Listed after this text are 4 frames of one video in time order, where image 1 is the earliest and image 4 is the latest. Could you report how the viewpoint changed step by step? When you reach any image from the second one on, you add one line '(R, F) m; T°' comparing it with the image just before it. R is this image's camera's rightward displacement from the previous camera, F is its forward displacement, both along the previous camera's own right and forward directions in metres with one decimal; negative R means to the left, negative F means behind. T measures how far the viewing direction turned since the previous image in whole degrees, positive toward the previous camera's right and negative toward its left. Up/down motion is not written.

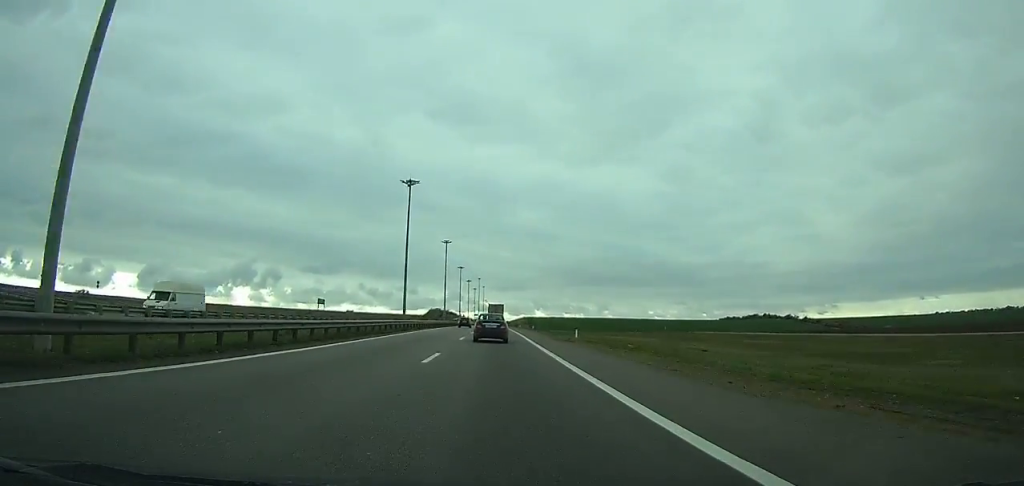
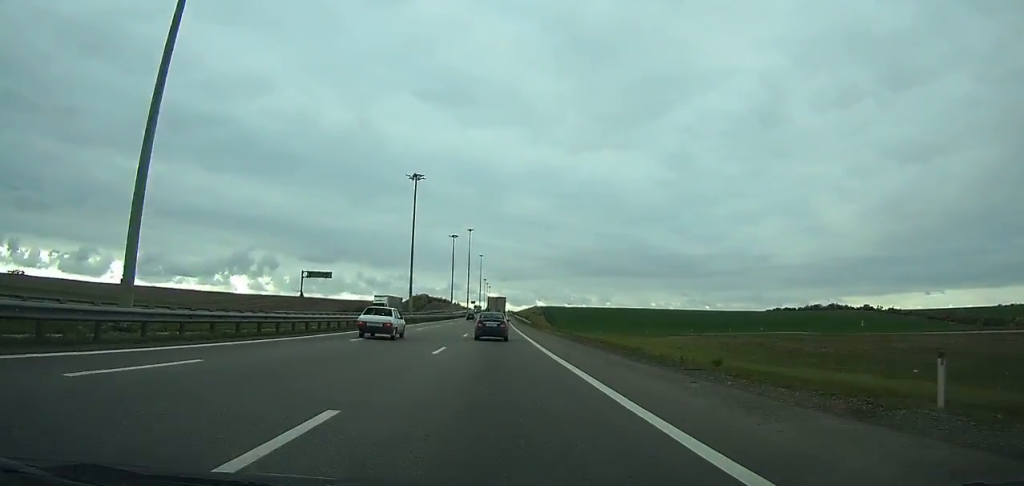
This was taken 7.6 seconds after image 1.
(+0.2, +188.5) m; 0°
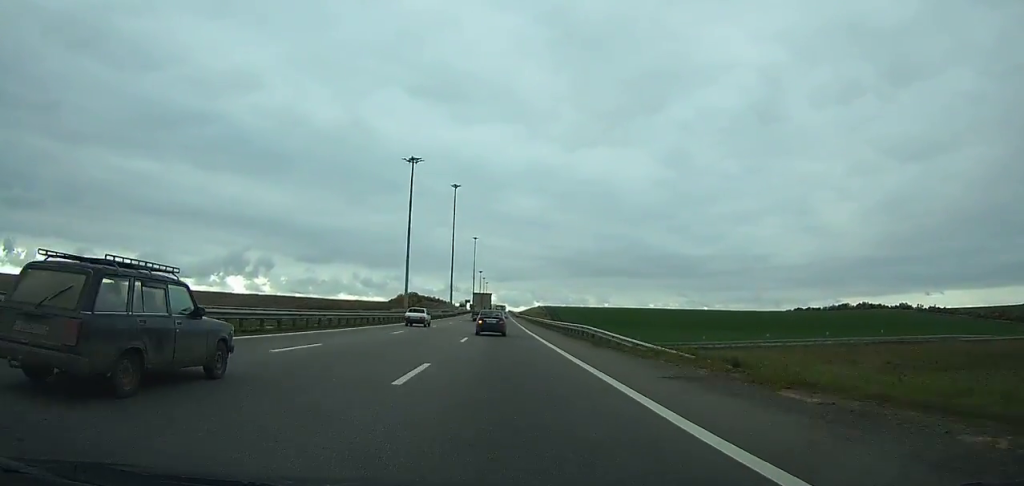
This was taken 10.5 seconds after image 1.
(-0.3, +72.1) m; 0°
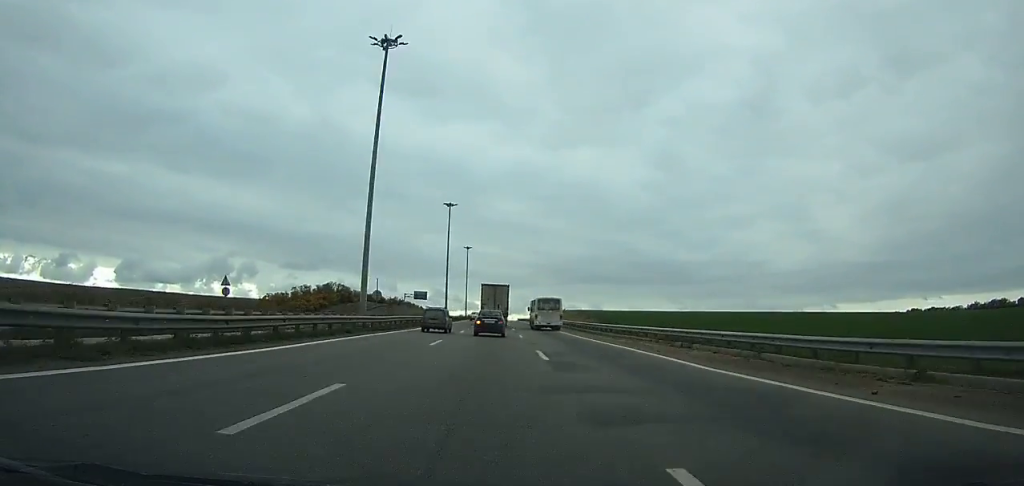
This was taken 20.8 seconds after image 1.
(+0.7, +261.7) m; +1°
